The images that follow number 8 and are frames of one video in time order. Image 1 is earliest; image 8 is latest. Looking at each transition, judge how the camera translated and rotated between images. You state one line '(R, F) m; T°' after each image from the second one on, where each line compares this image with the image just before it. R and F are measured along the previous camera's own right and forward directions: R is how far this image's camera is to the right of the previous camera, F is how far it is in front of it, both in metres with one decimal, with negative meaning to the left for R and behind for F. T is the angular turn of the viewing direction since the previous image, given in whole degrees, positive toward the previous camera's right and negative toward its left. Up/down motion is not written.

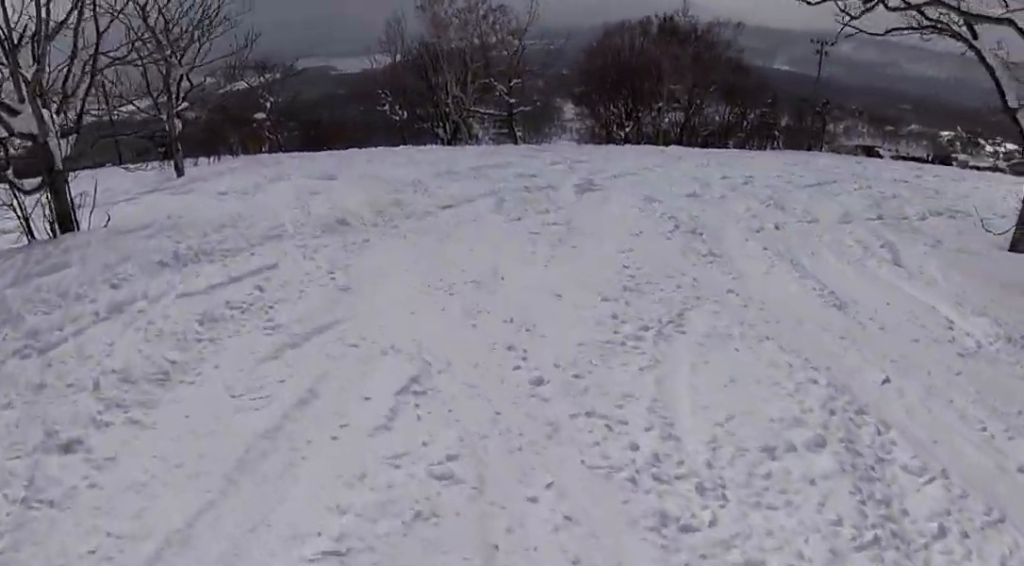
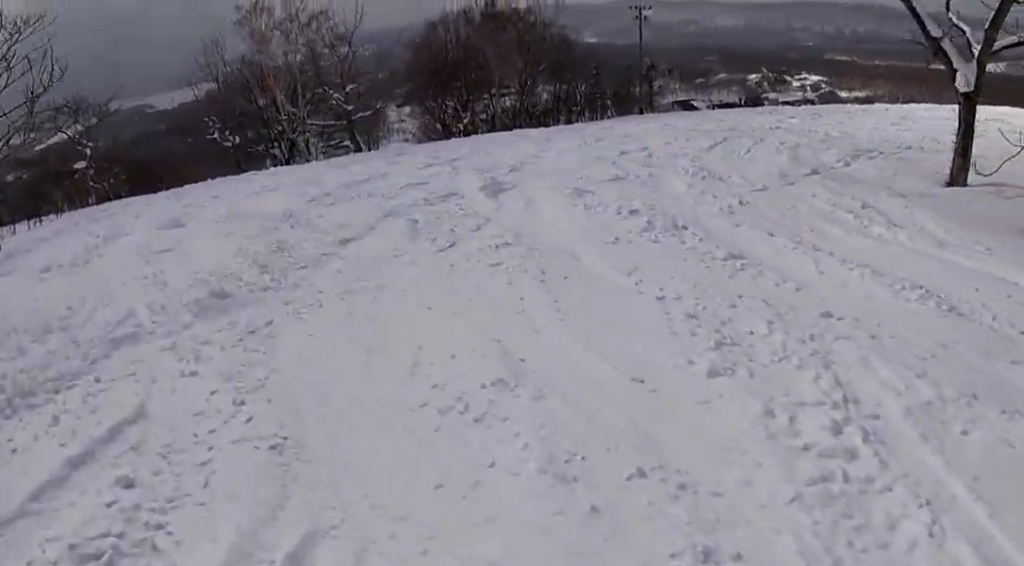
(-0.2, +2.7) m; -3°
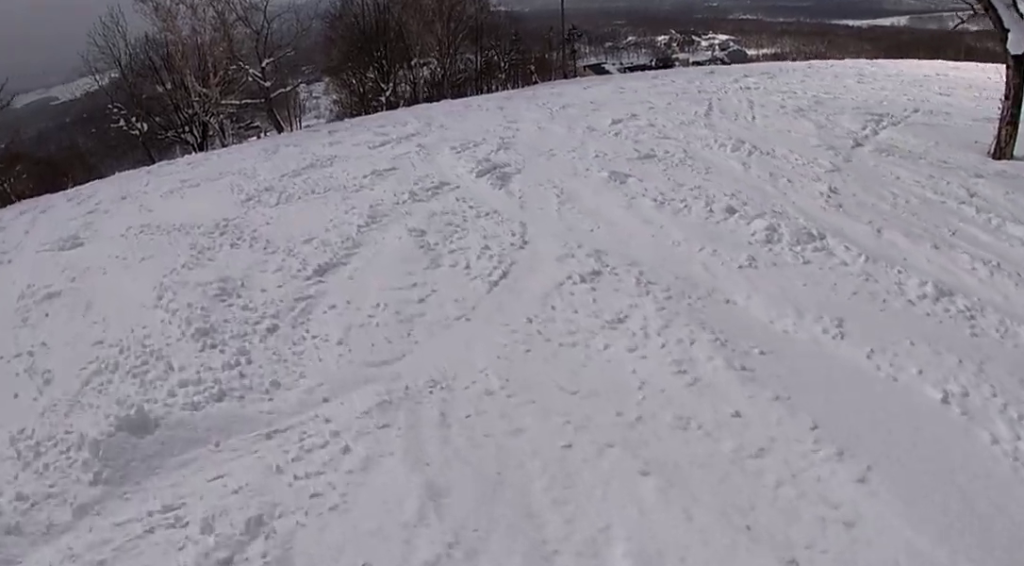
(0.0, +2.7) m; +7°
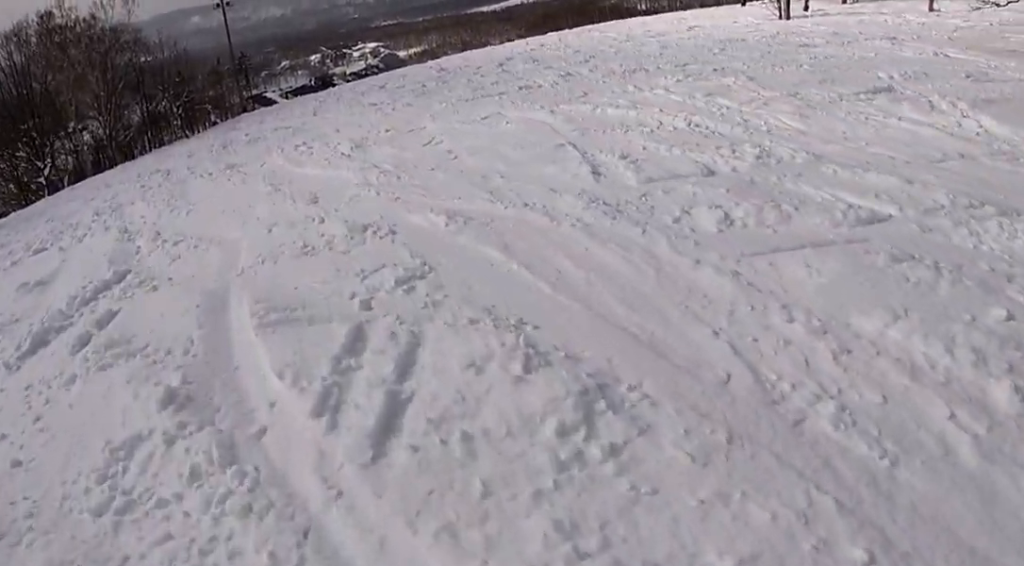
(+1.6, +7.4) m; +37°
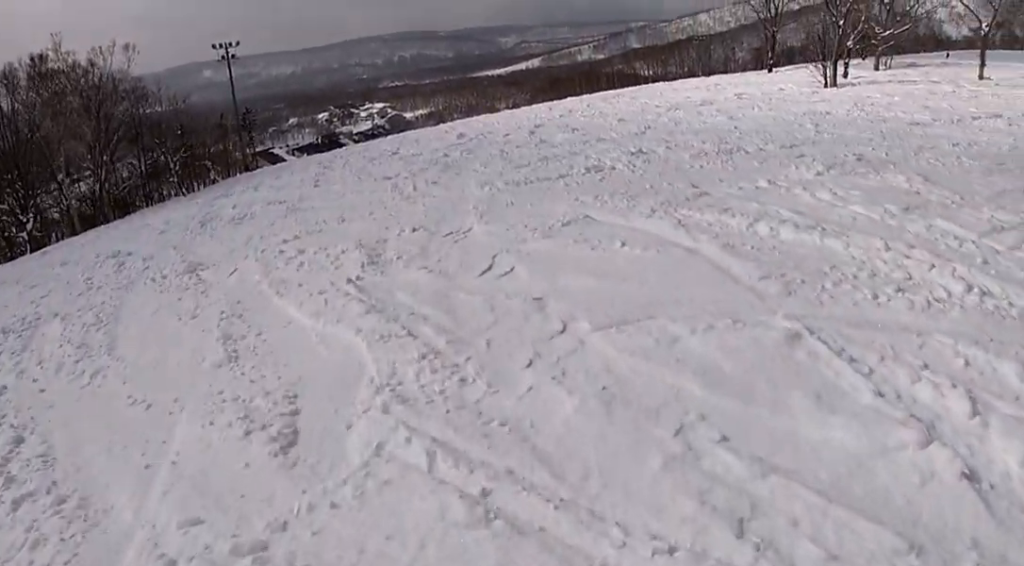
(+0.8, +3.5) m; +16°
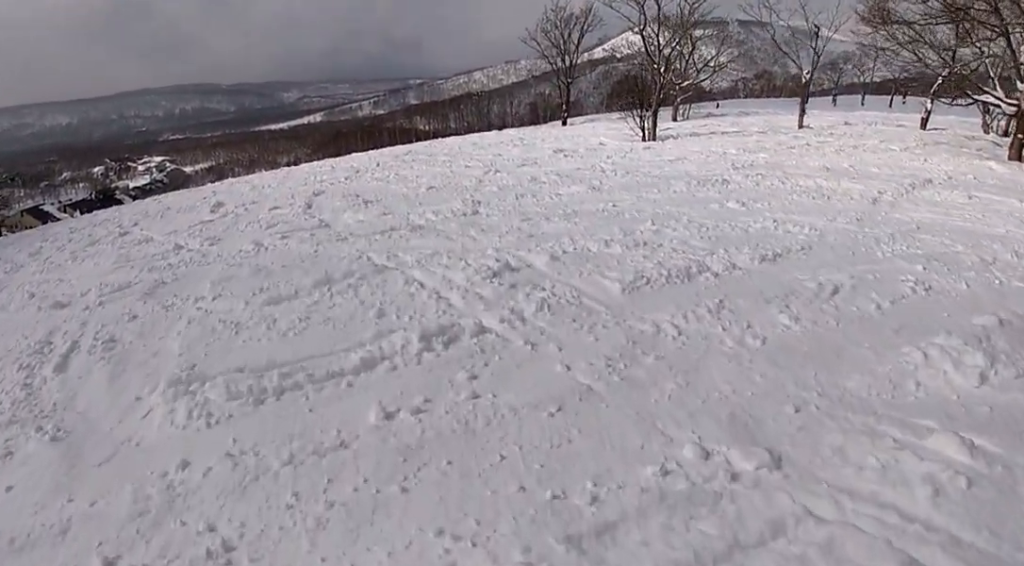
(+1.2, +6.4) m; +10°
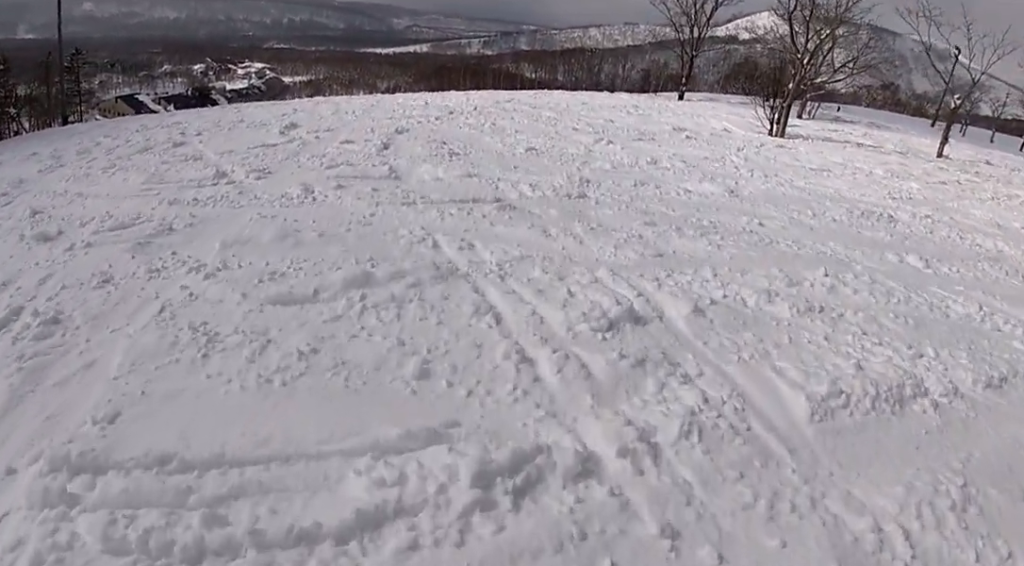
(0.0, +2.4) m; 0°
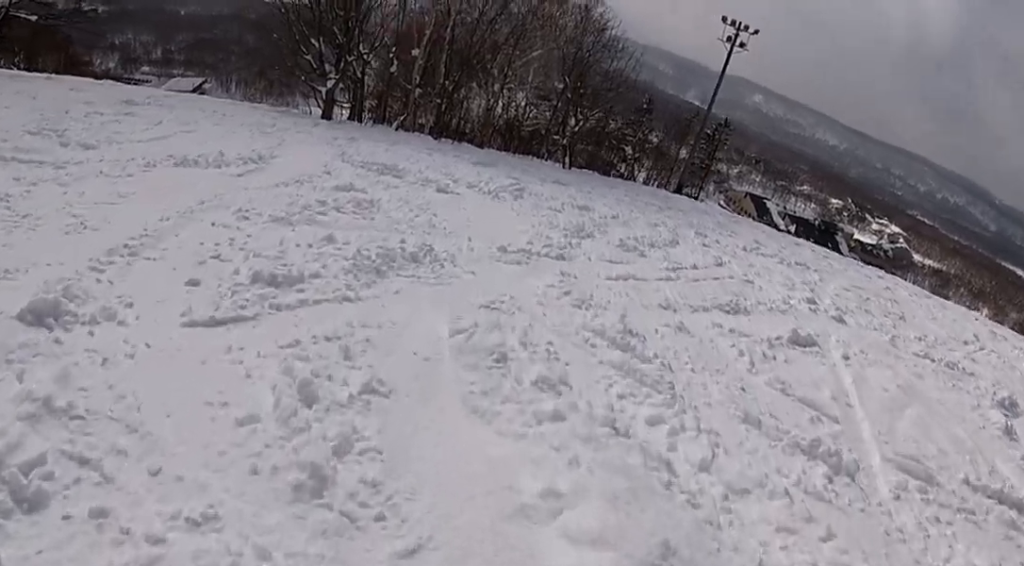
(-1.3, +9.5) m; -46°
